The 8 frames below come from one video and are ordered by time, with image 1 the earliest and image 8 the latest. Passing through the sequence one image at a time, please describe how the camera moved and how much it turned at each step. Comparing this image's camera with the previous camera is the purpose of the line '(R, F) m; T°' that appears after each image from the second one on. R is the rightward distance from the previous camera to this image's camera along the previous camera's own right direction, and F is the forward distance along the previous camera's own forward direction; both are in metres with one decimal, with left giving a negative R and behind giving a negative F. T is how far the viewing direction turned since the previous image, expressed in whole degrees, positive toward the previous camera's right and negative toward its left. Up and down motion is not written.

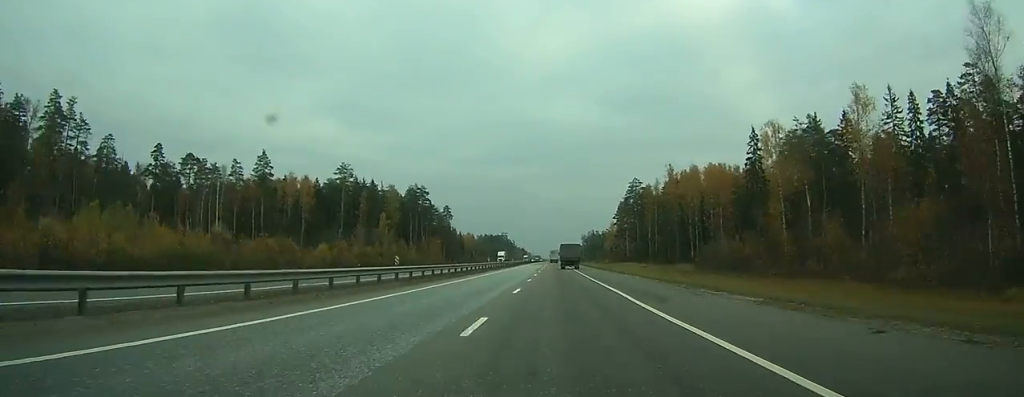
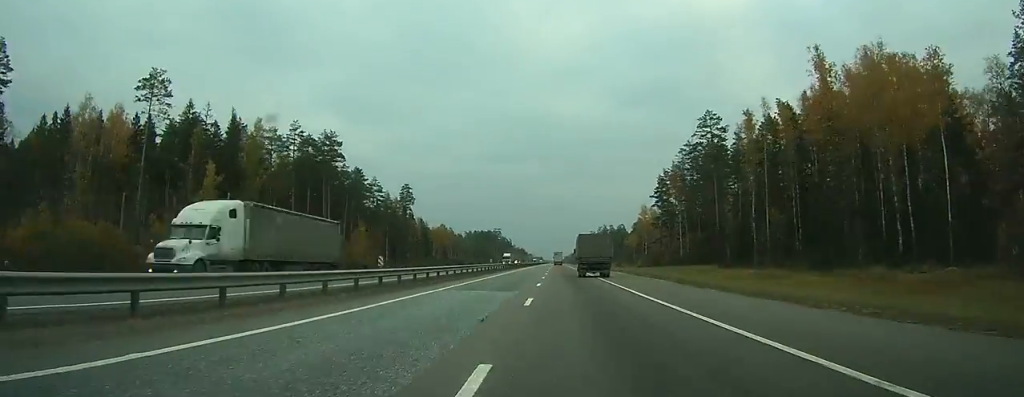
(-0.5, +90.1) m; -1°
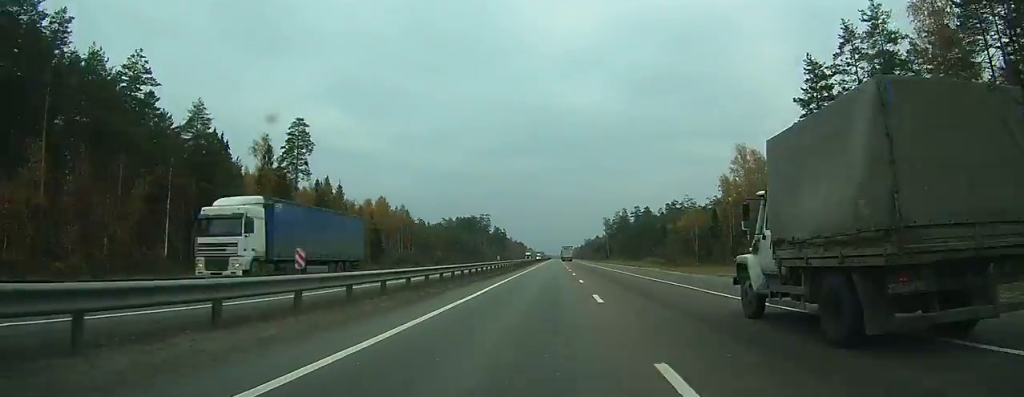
(-0.6, +93.0) m; 0°
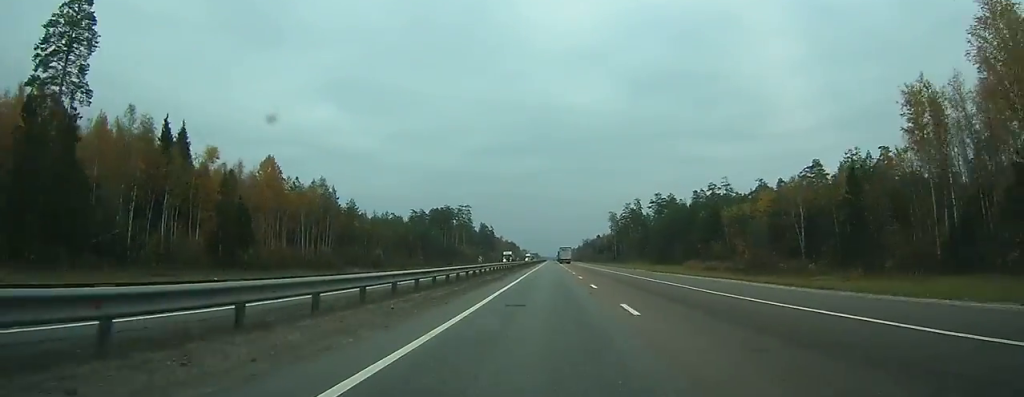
(+0.5, +65.6) m; +1°
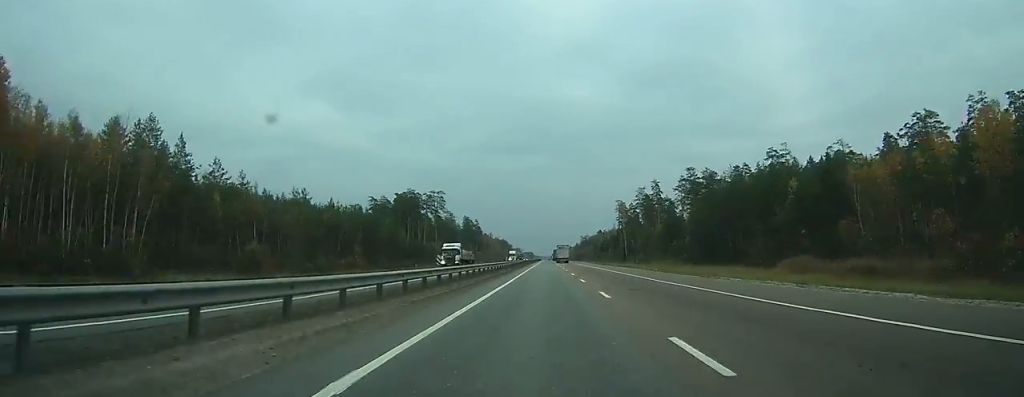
(+0.3, +58.8) m; 0°
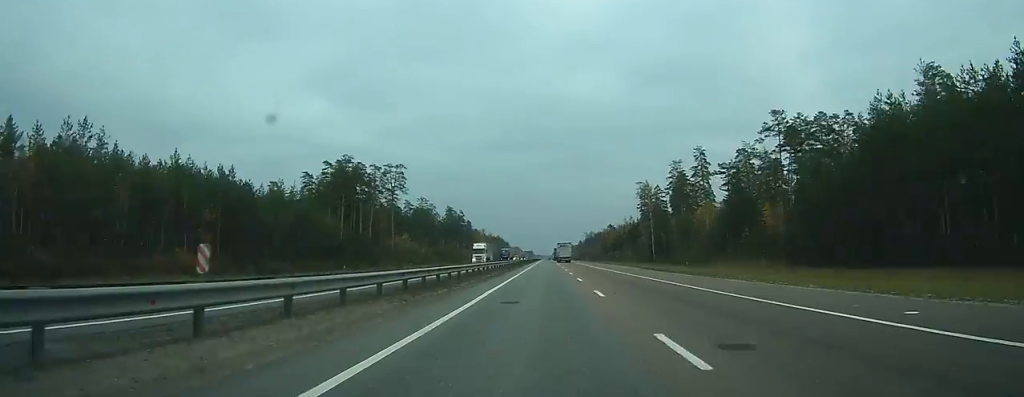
(0.0, +63.7) m; 0°
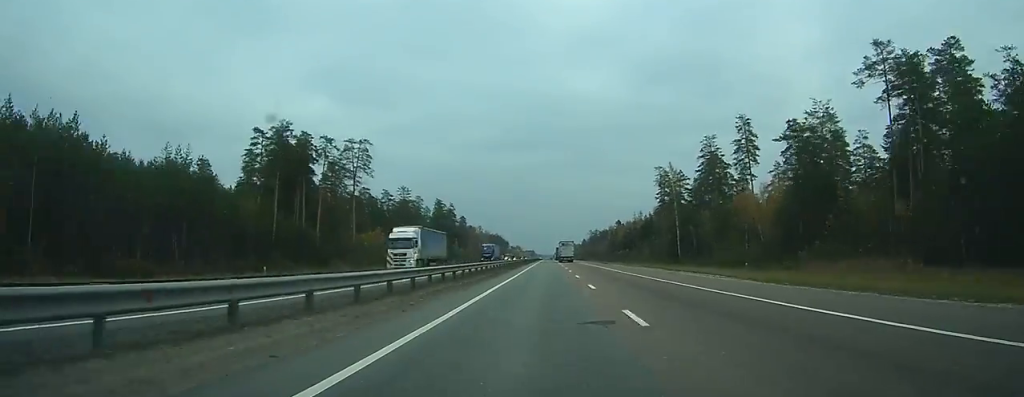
(0.0, +34.4) m; 0°
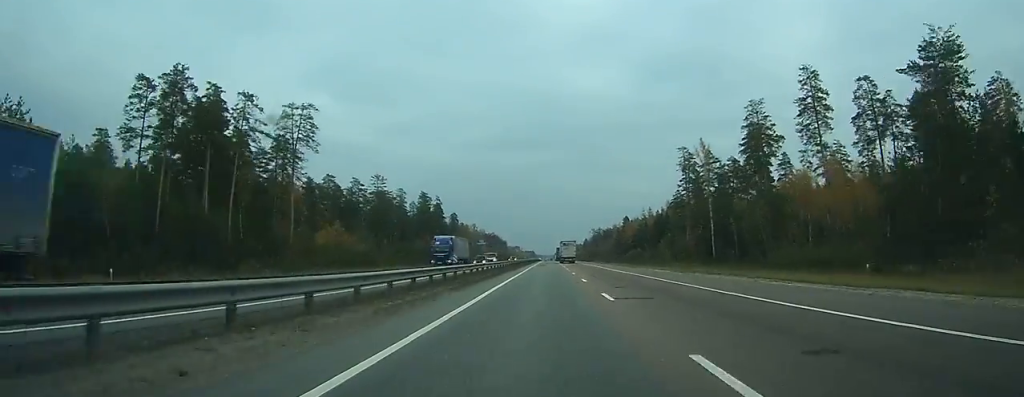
(+0.1, +30.8) m; 0°
